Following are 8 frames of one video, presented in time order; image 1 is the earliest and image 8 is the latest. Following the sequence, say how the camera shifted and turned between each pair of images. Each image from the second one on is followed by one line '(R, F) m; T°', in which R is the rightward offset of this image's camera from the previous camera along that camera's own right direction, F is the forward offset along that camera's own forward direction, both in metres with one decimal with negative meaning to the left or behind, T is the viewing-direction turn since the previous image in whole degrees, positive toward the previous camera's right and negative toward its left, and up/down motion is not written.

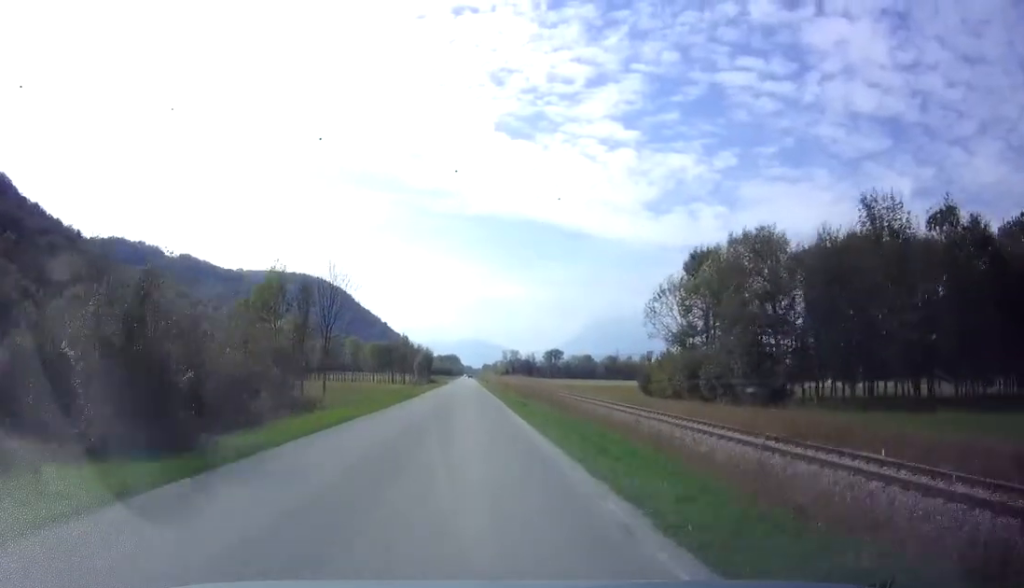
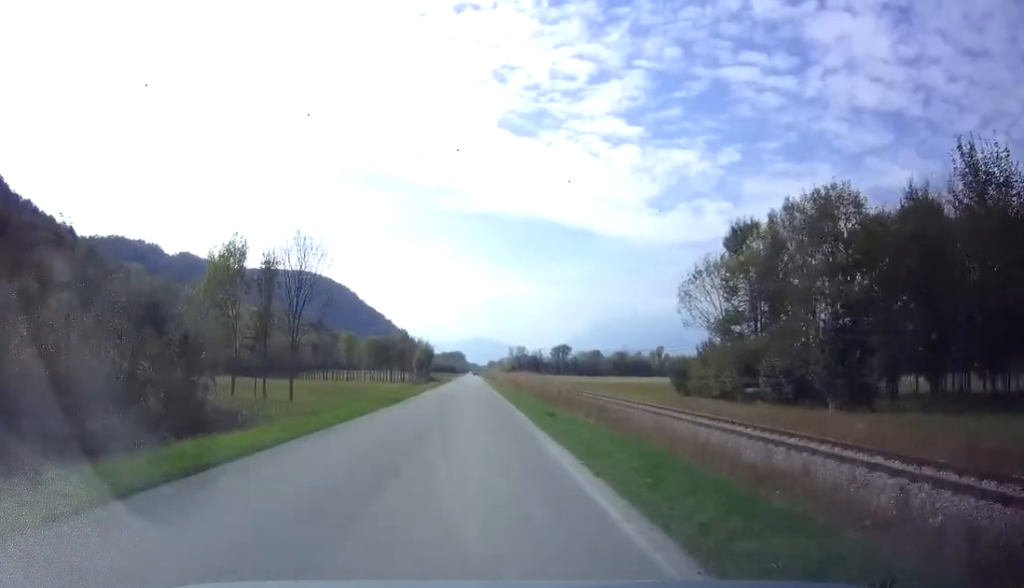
(+0.1, +9.3) m; -1°
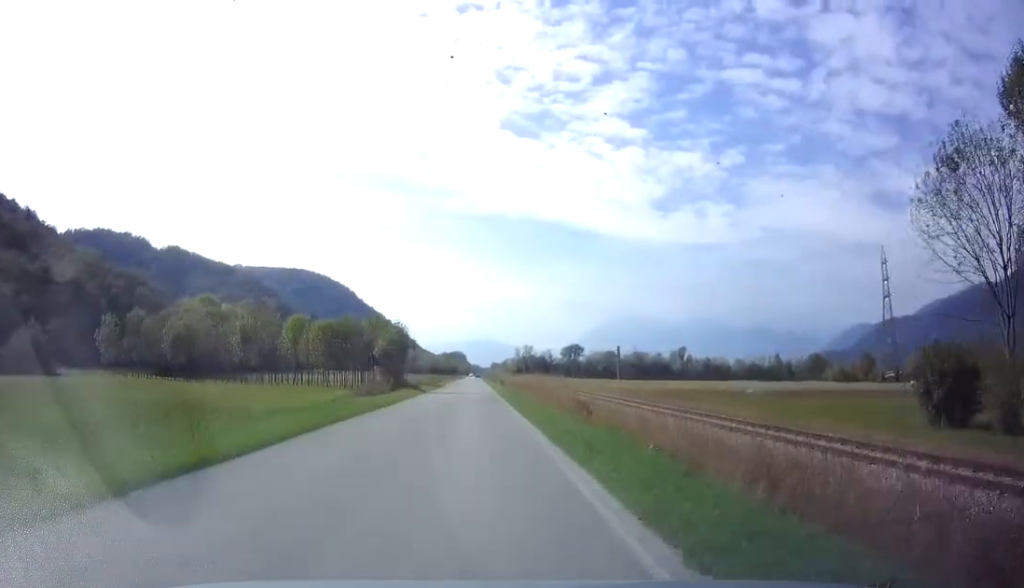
(-0.7, +33.2) m; 0°
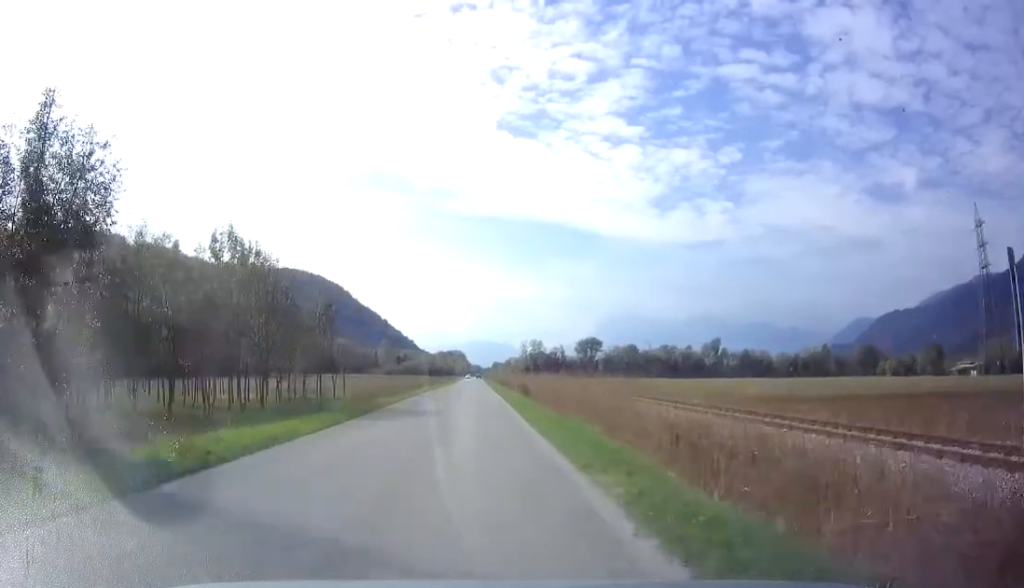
(+0.3, +43.2) m; 0°
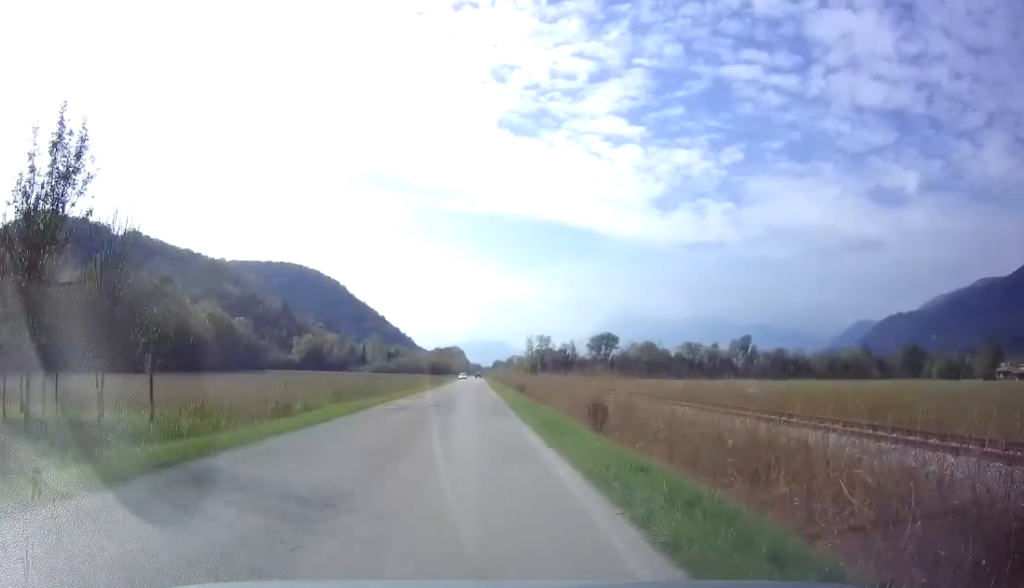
(+0.3, +28.8) m; 0°
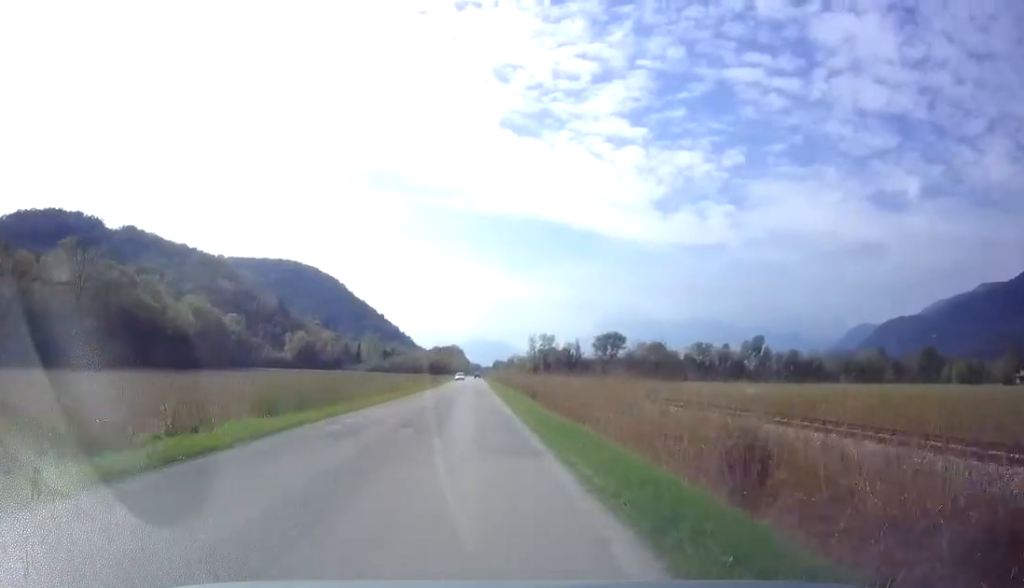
(-0.2, +10.7) m; -1°
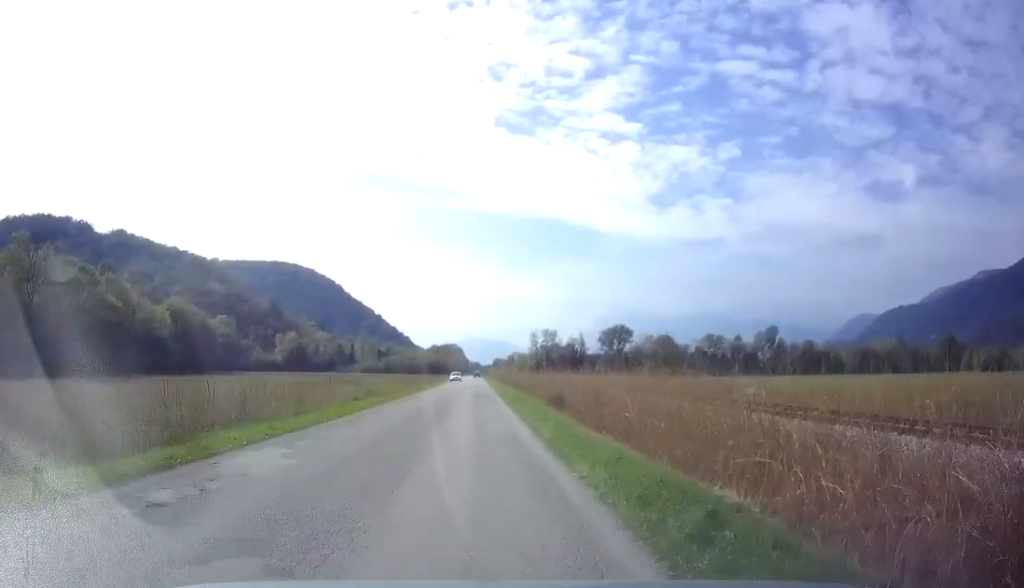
(-0.1, +11.4) m; 0°
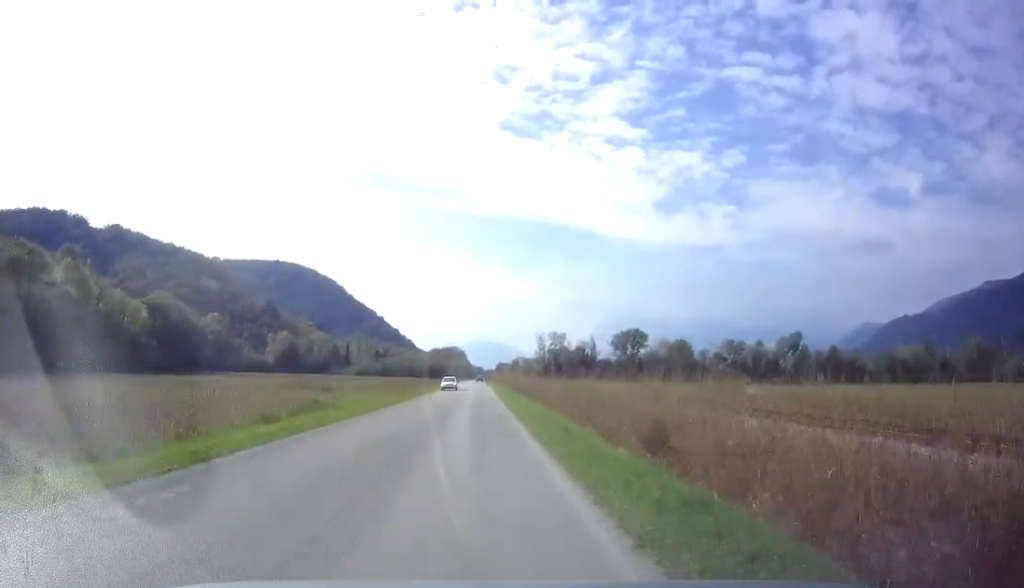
(-0.1, +14.0) m; +1°
